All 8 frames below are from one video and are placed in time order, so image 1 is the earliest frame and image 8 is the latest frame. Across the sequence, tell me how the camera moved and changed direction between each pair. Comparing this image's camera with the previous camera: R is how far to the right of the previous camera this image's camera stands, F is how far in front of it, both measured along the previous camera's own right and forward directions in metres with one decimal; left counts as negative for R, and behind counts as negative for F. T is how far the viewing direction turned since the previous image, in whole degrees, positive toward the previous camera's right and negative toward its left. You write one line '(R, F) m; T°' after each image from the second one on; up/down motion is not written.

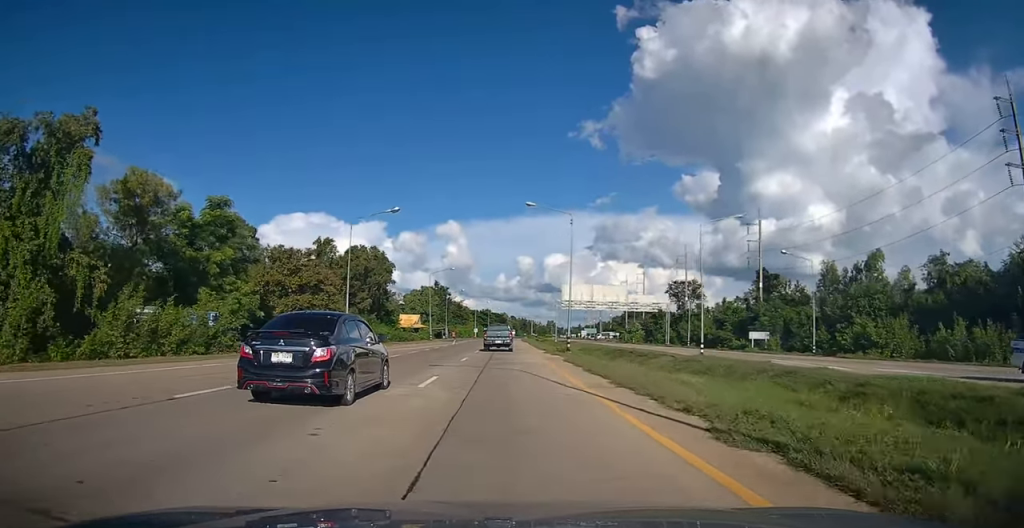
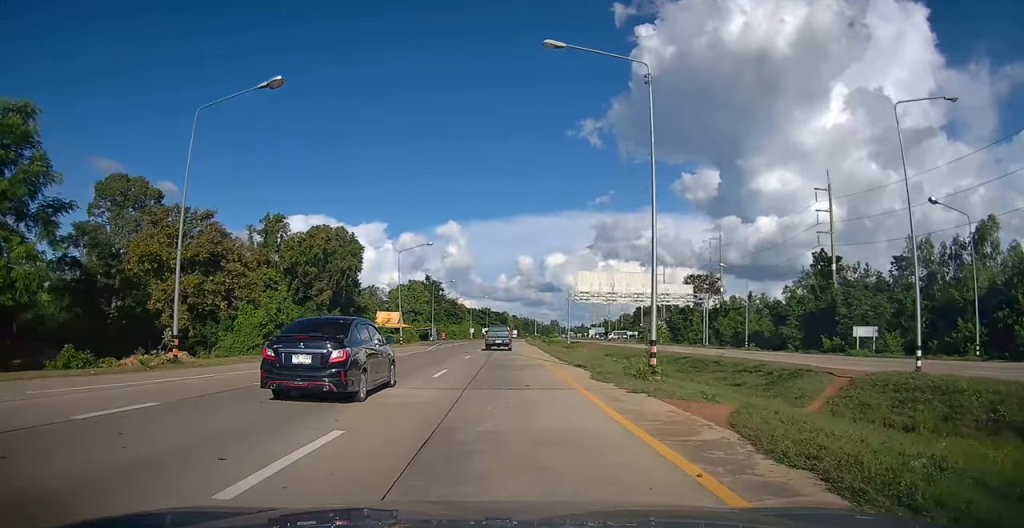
(-0.1, +19.3) m; -1°
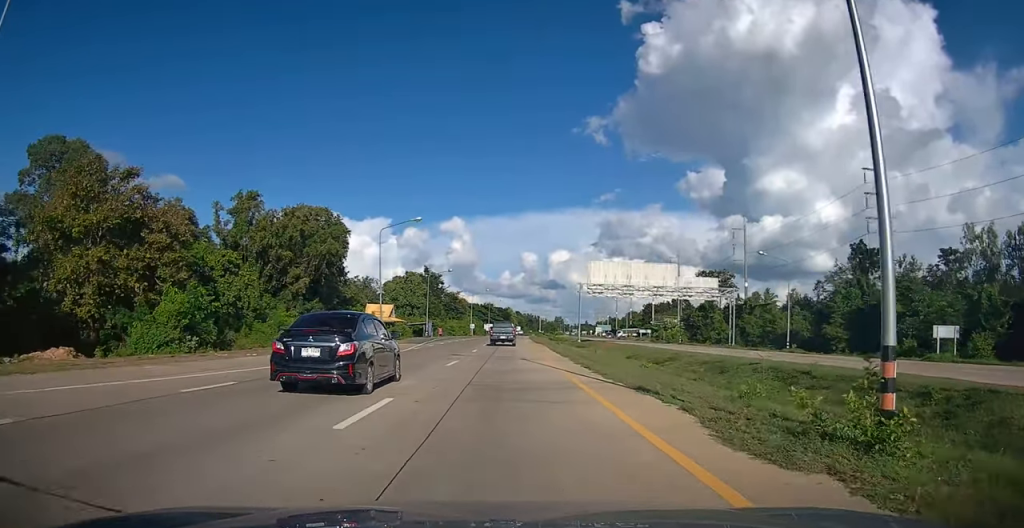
(0.0, +8.8) m; 0°
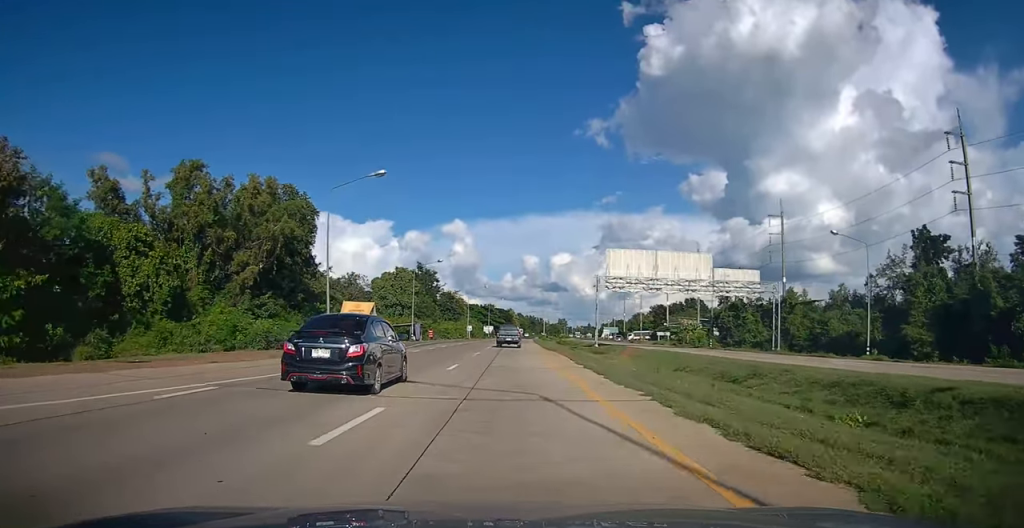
(-0.1, +12.5) m; 0°
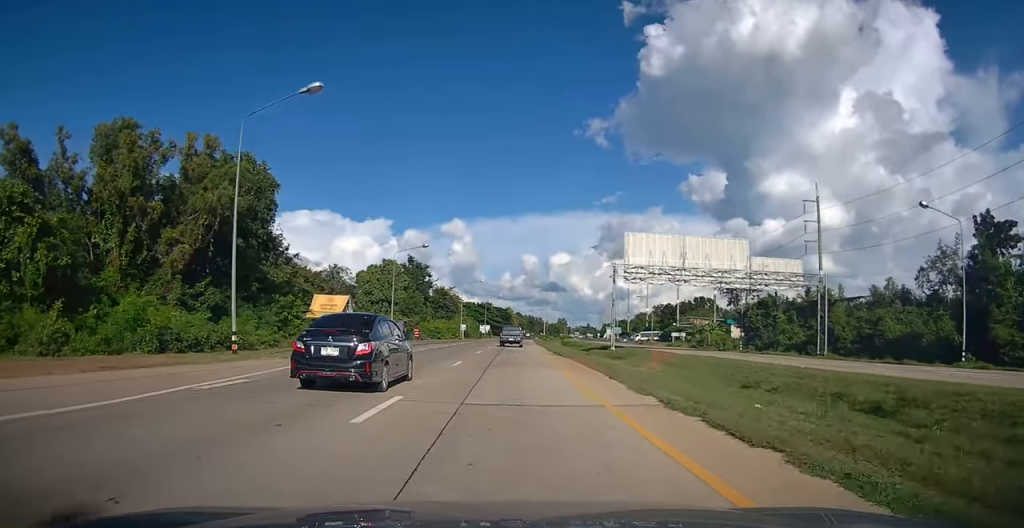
(0.0, +10.3) m; 0°
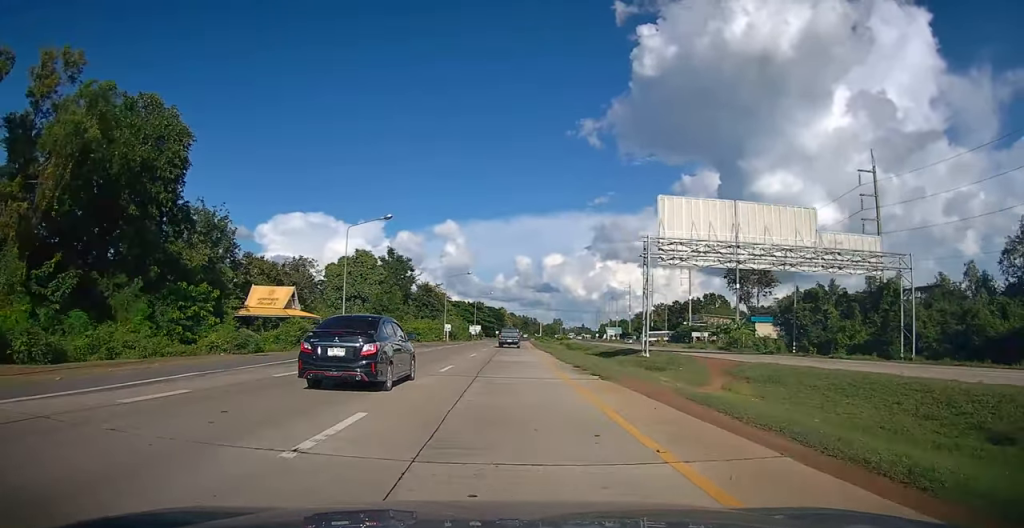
(+0.1, +13.7) m; +1°
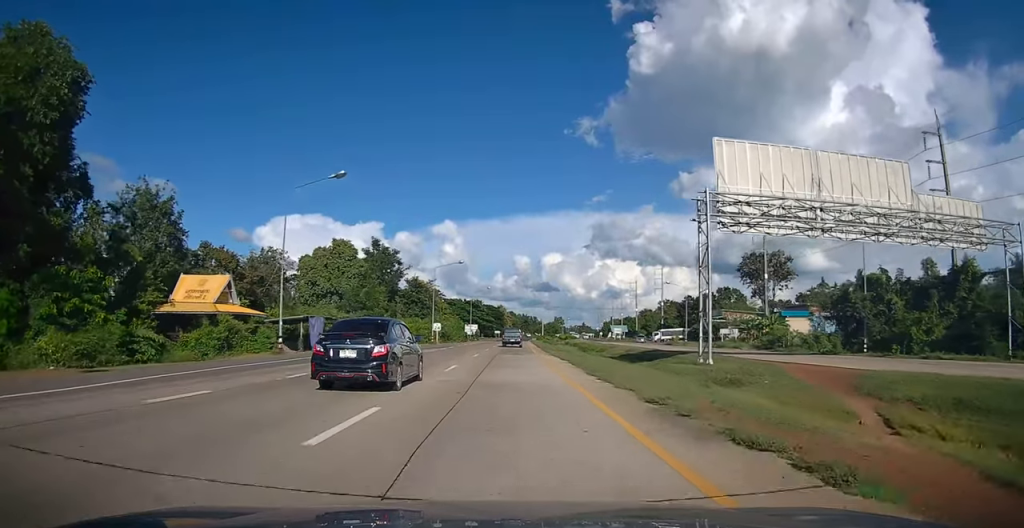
(+0.1, +11.1) m; 0°
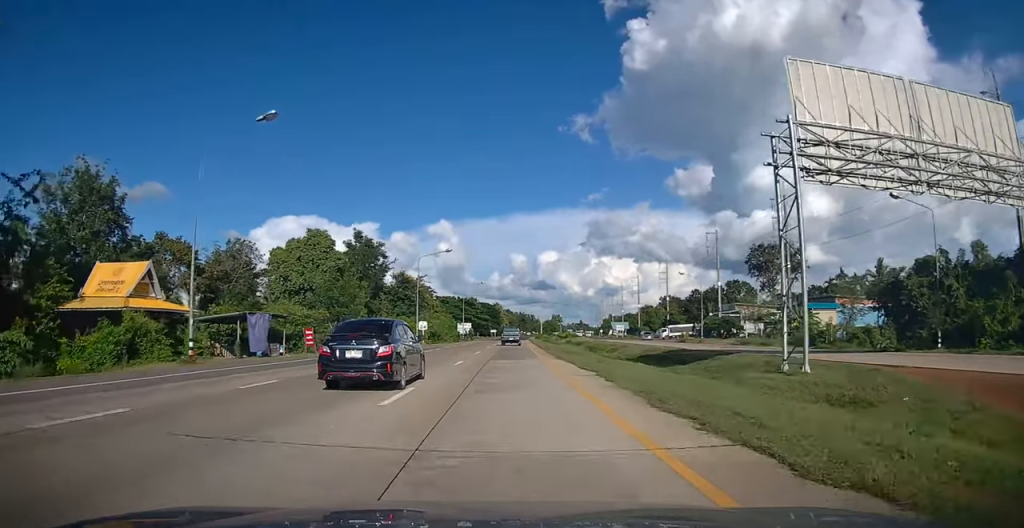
(0.0, +8.6) m; 0°
